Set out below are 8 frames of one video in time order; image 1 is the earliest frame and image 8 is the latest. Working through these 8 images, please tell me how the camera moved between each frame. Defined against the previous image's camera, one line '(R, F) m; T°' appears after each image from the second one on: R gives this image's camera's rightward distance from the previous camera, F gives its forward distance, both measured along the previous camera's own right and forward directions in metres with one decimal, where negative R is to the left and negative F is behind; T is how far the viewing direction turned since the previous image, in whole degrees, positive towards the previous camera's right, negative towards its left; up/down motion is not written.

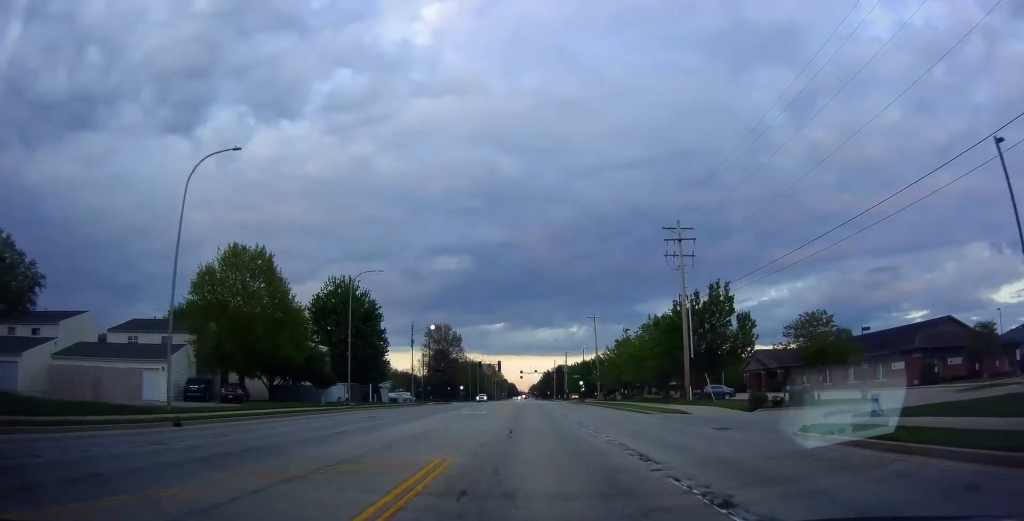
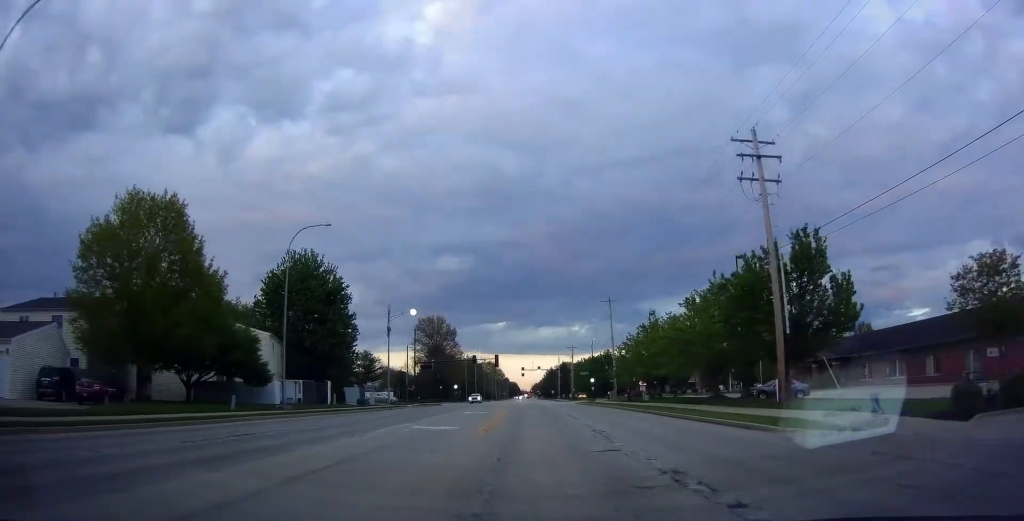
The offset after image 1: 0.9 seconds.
(+0.2, +15.9) m; +1°
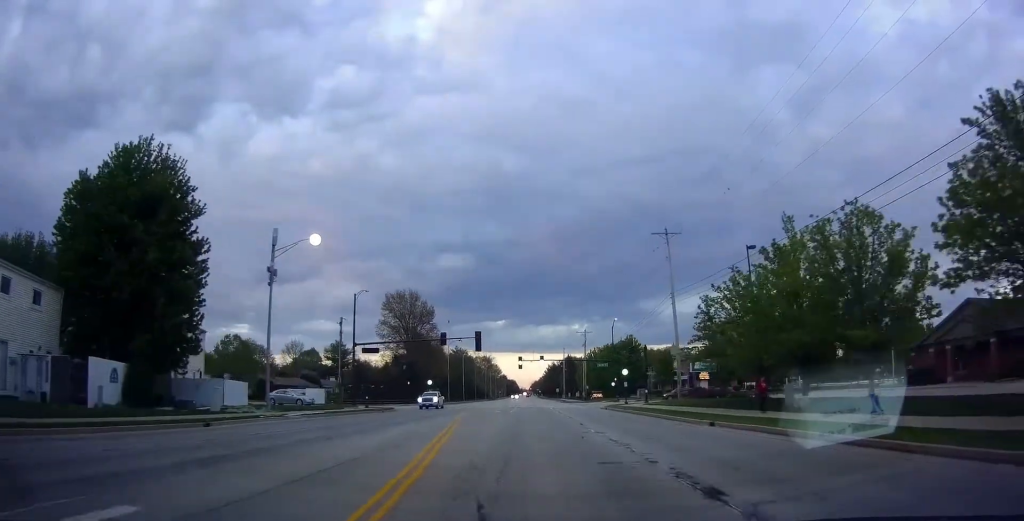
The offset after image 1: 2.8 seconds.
(-0.3, +32.7) m; -2°
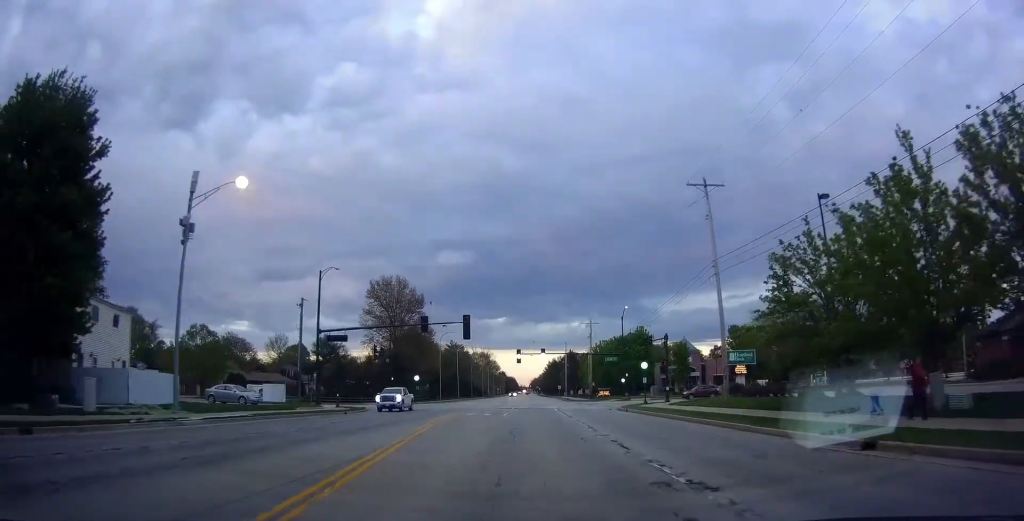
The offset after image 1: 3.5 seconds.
(0.0, +10.9) m; 0°
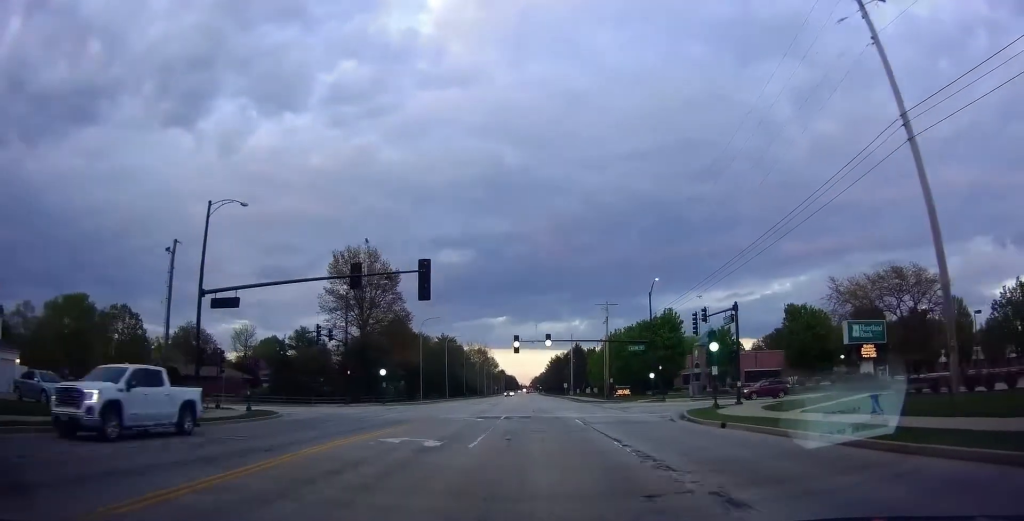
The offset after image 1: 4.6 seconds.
(0.0, +20.5) m; 0°
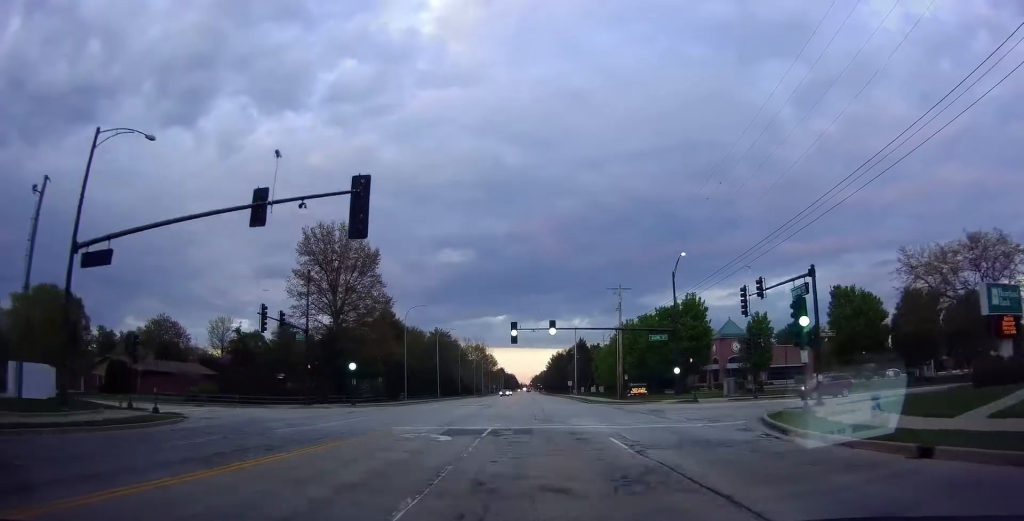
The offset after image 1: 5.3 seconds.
(0.0, +11.6) m; 0°
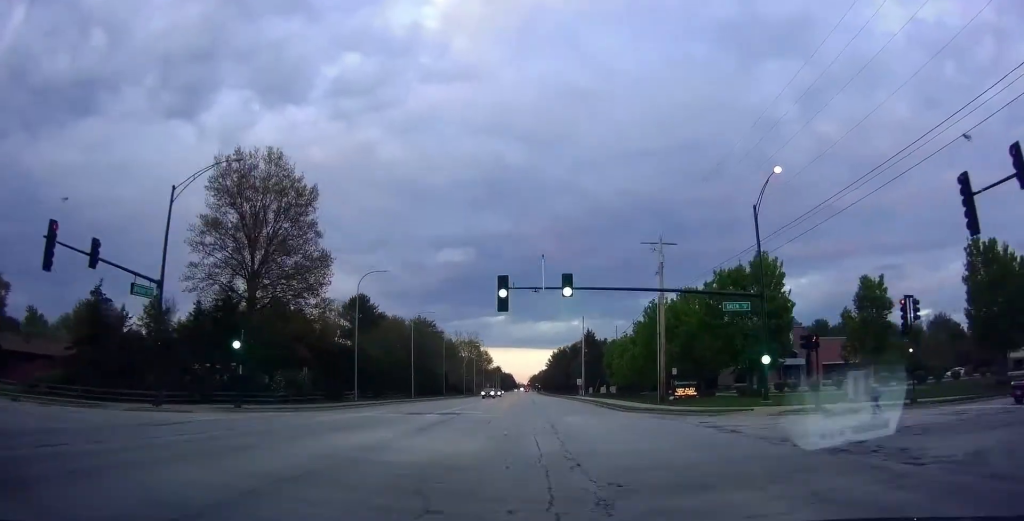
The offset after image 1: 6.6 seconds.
(0.0, +22.0) m; +2°
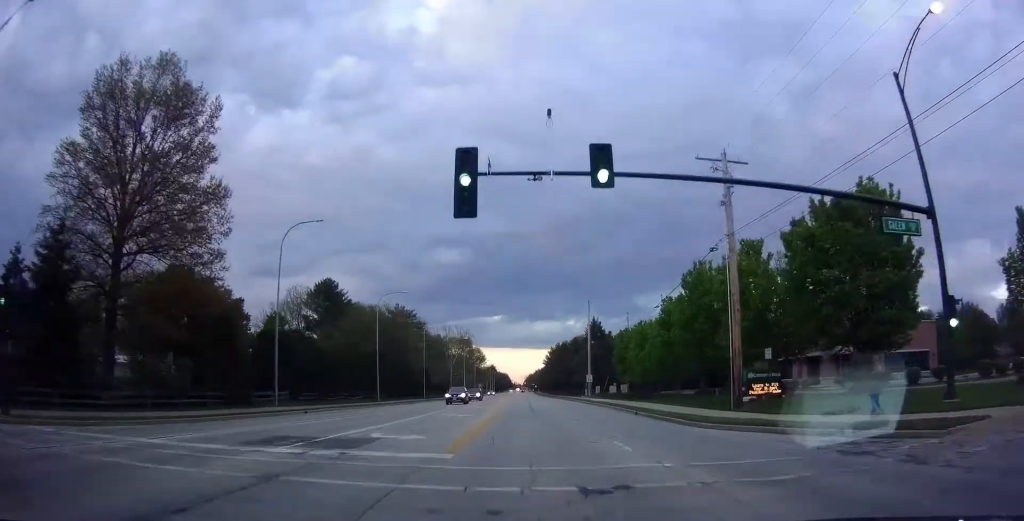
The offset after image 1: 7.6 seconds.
(+0.5, +18.2) m; 0°
